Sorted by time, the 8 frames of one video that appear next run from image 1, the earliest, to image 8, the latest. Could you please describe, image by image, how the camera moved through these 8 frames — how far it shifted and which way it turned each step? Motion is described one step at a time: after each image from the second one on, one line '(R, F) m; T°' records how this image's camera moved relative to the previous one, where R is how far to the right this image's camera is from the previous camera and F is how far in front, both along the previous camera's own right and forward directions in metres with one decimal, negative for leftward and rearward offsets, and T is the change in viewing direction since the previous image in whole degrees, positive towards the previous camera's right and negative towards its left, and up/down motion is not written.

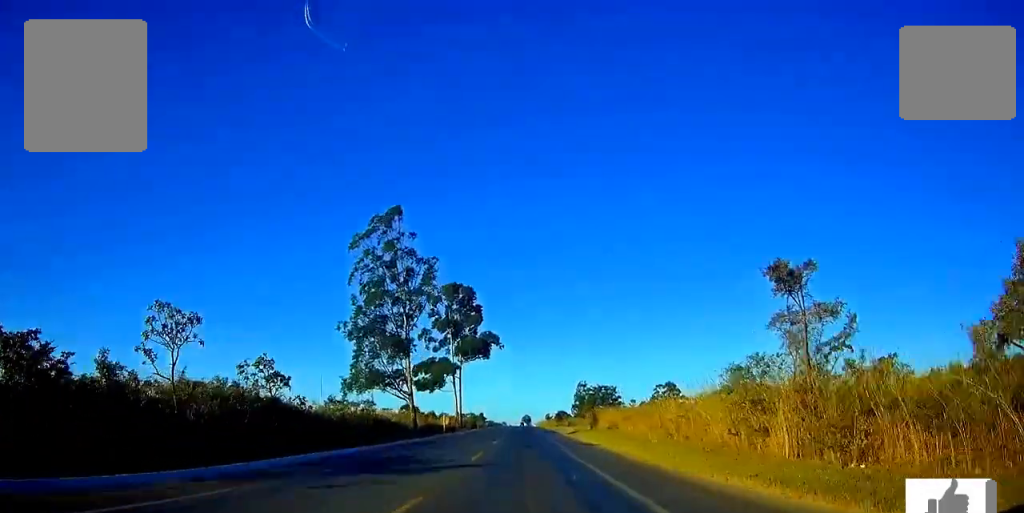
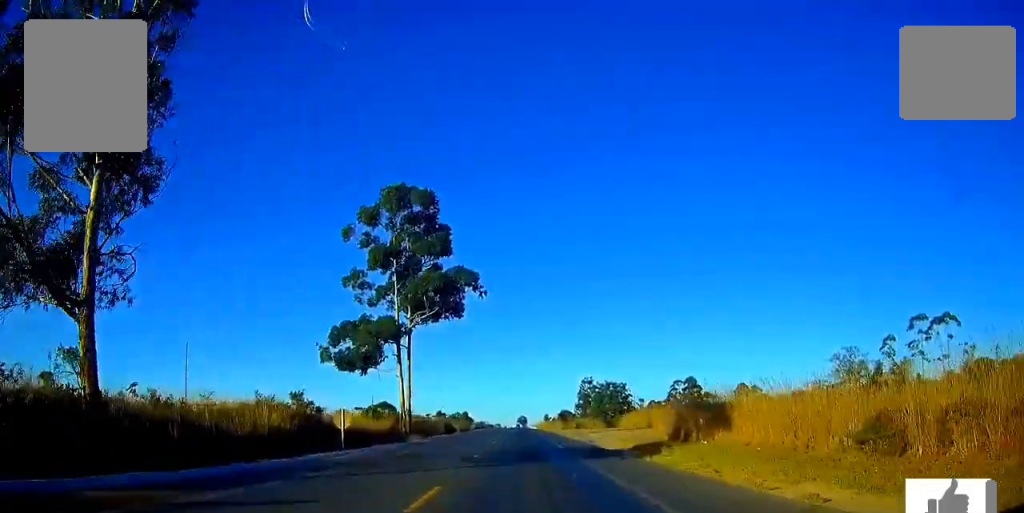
(0.0, +43.3) m; 0°
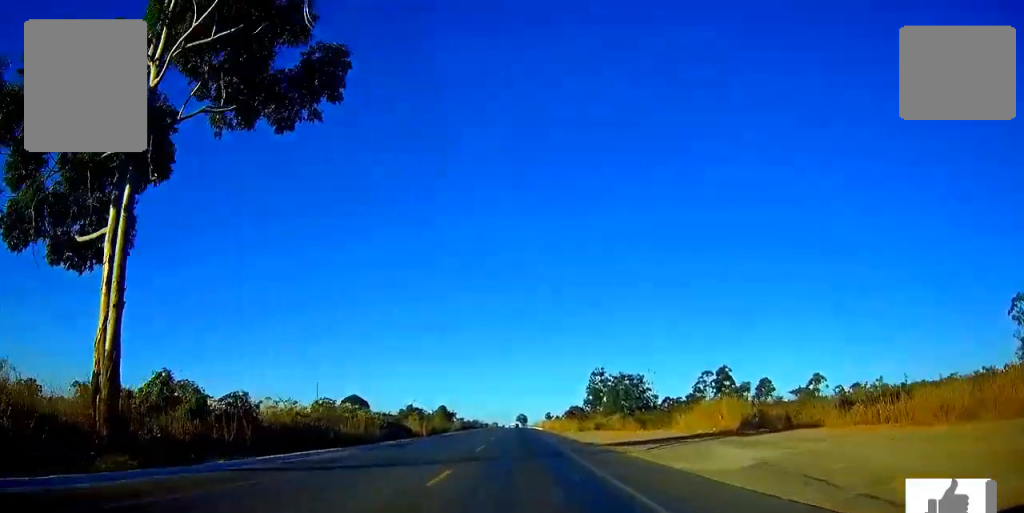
(0.0, +42.1) m; 0°
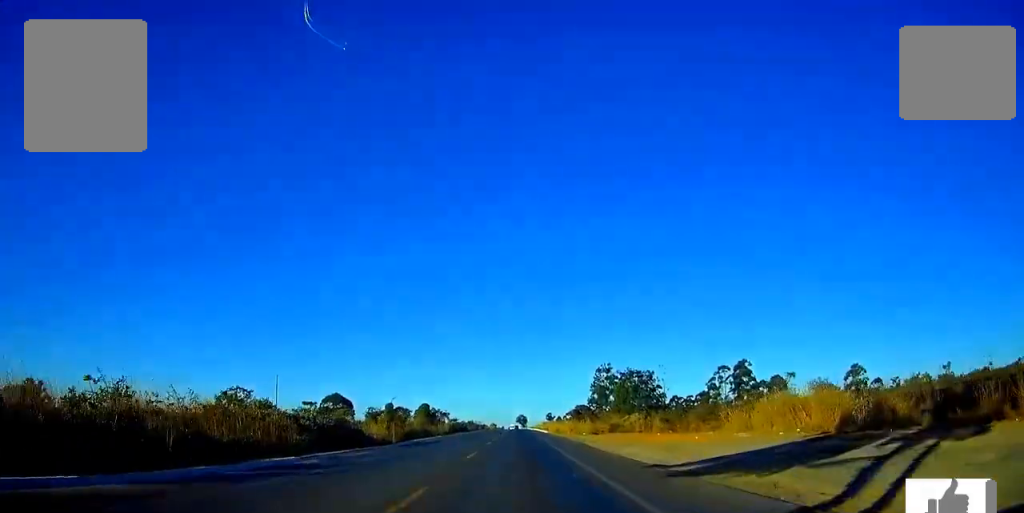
(0.0, +19.0) m; 0°
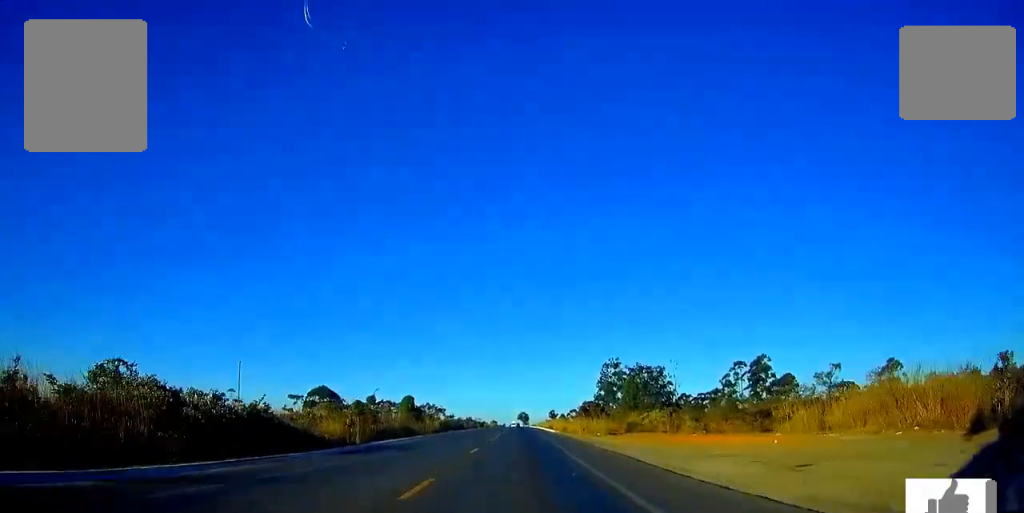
(0.0, +13.8) m; 0°
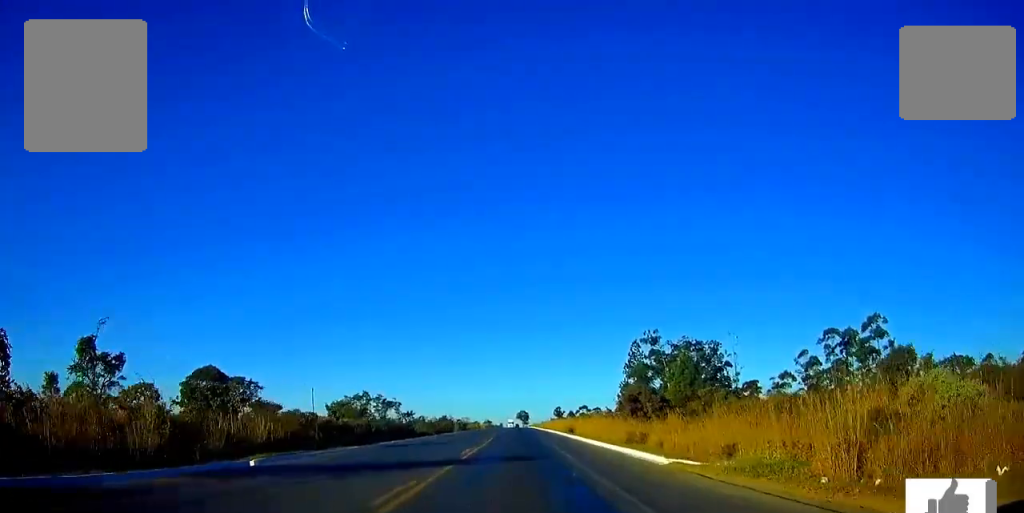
(0.0, +61.0) m; 0°
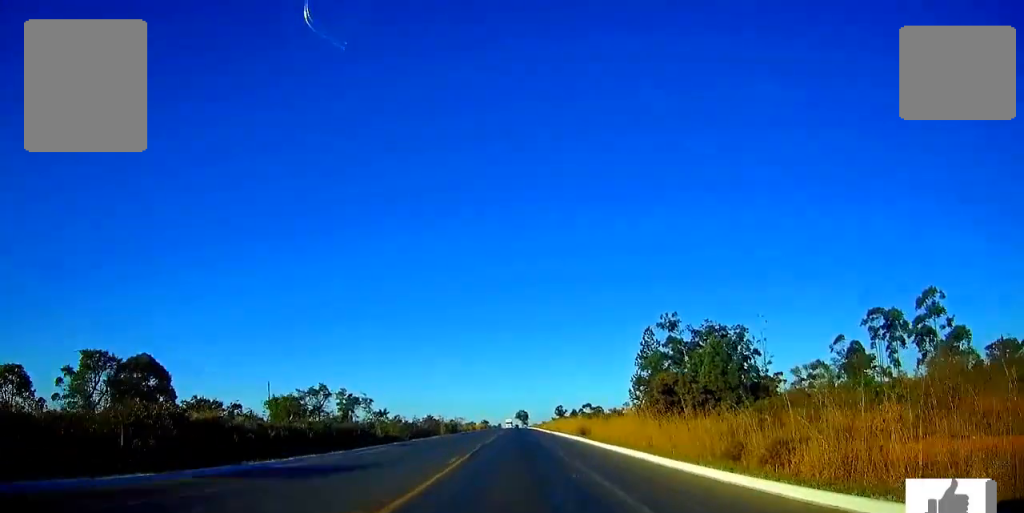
(0.0, +19.7) m; 0°
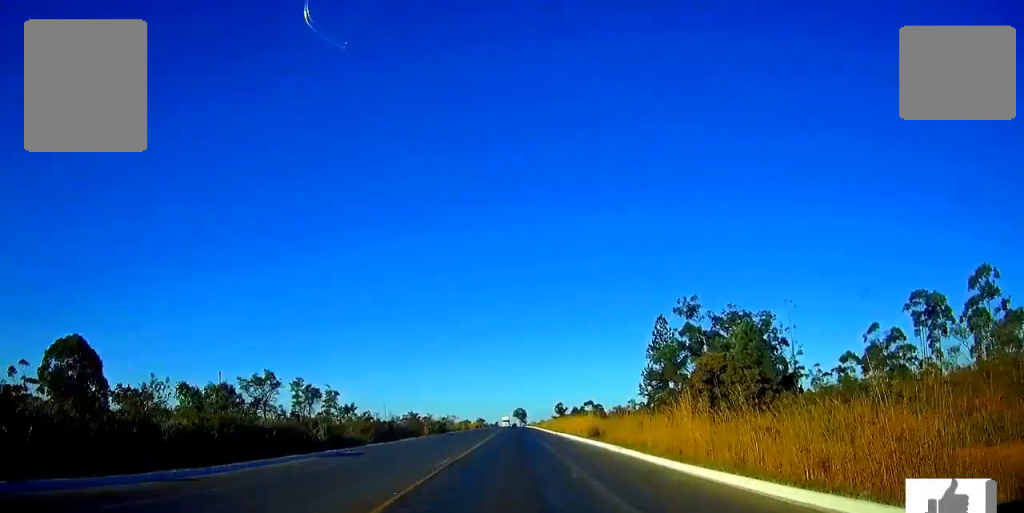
(0.0, +15.5) m; 0°
